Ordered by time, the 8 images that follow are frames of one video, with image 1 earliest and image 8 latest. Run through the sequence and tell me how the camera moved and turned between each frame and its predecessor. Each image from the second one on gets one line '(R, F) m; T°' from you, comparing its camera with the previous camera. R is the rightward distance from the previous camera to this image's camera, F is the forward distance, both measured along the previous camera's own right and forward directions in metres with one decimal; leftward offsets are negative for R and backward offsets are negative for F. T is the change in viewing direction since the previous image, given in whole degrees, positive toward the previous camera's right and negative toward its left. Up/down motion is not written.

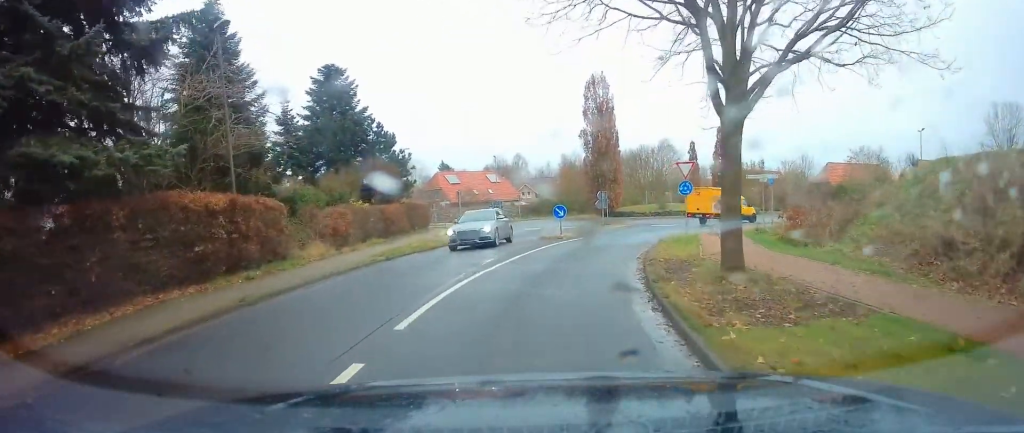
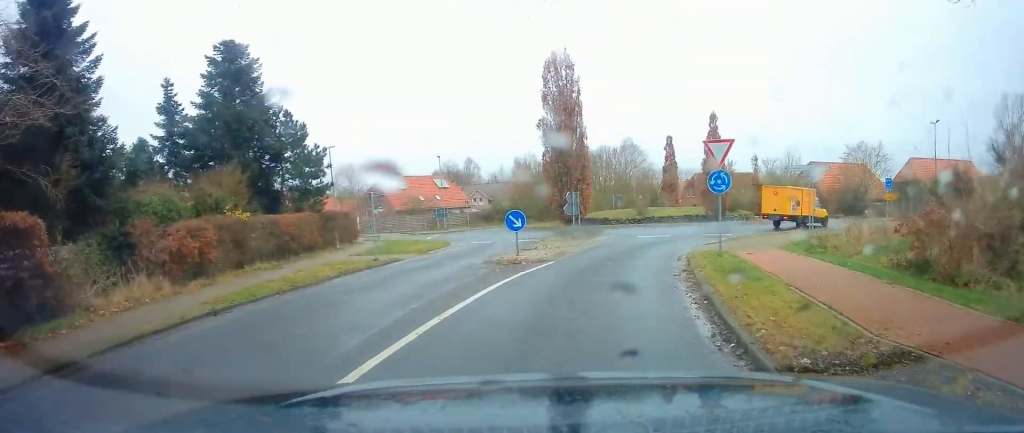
(0.0, +8.6) m; +4°
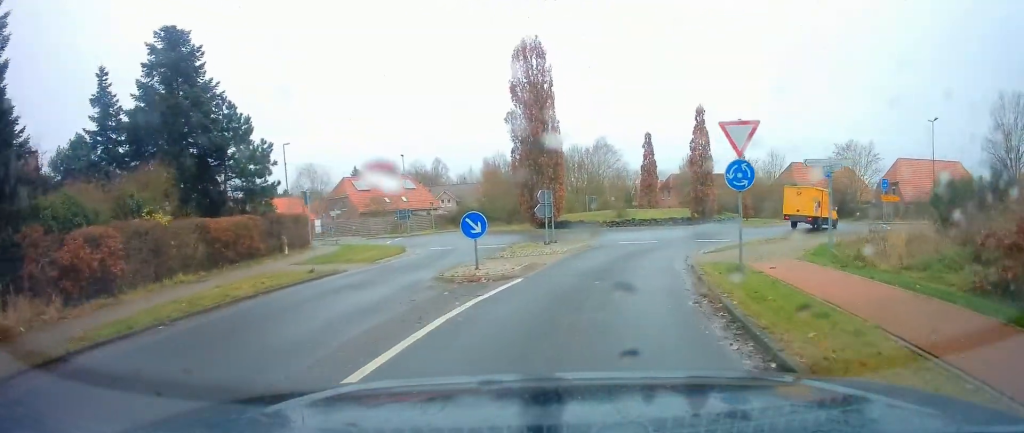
(+0.1, +3.4) m; +3°
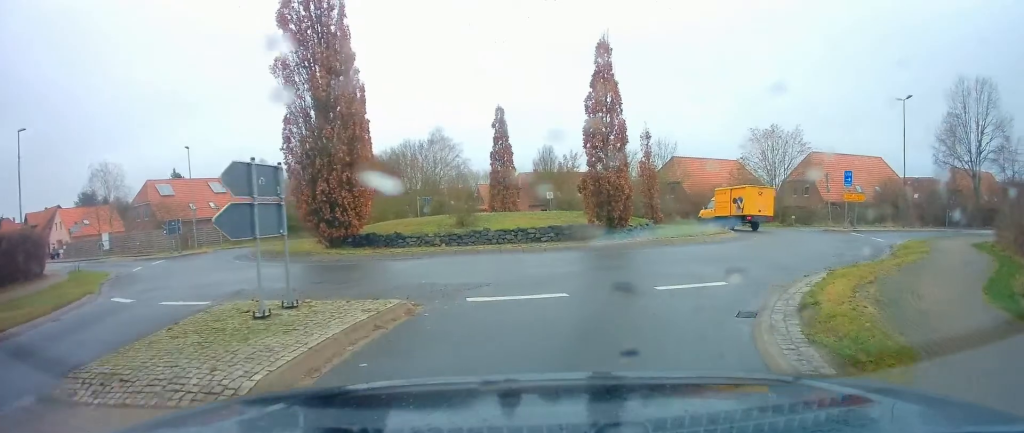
(+2.1, +13.7) m; +22°
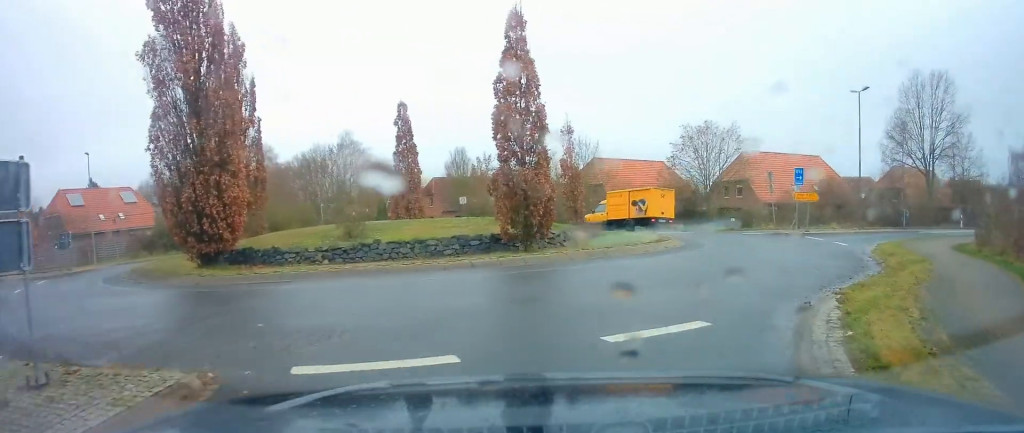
(+0.2, +3.5) m; +8°
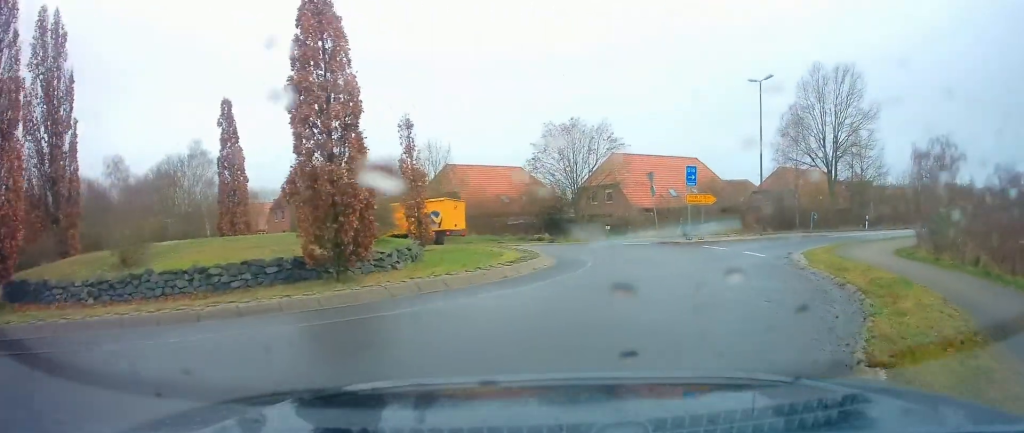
(+0.5, +4.5) m; +10°
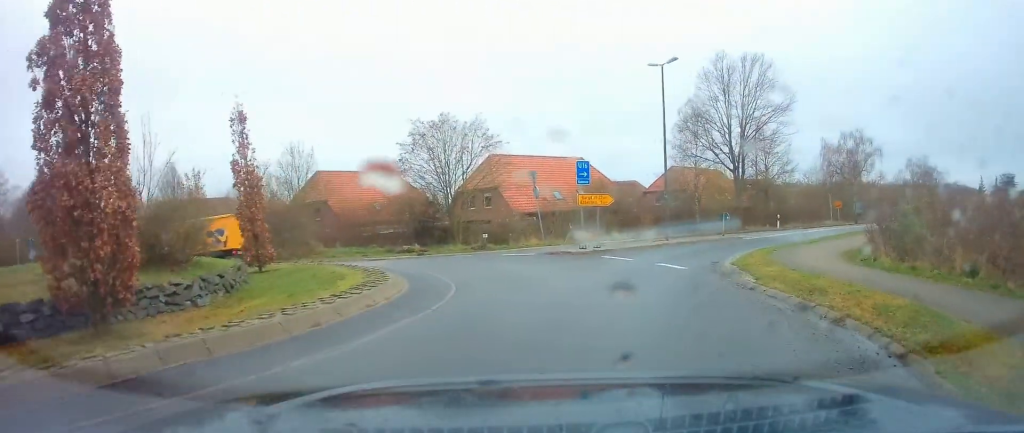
(+0.4, +4.0) m; +5°
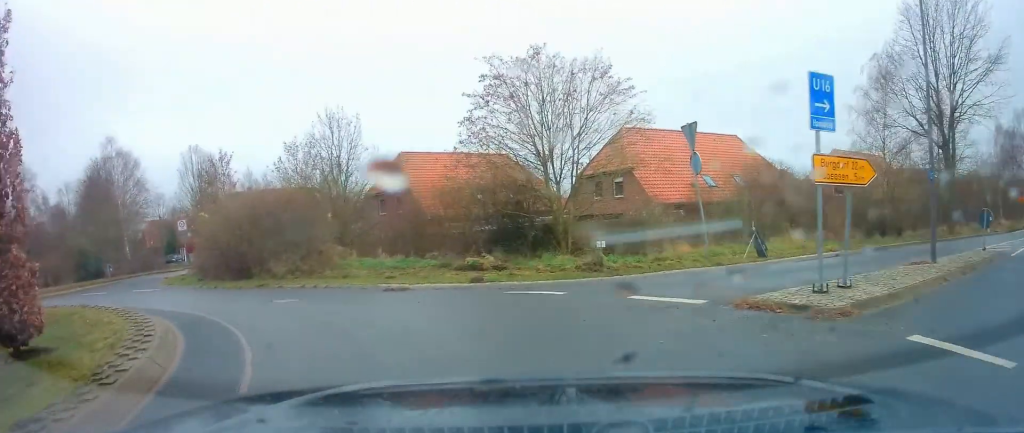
(-0.1, +12.6) m; -17°
